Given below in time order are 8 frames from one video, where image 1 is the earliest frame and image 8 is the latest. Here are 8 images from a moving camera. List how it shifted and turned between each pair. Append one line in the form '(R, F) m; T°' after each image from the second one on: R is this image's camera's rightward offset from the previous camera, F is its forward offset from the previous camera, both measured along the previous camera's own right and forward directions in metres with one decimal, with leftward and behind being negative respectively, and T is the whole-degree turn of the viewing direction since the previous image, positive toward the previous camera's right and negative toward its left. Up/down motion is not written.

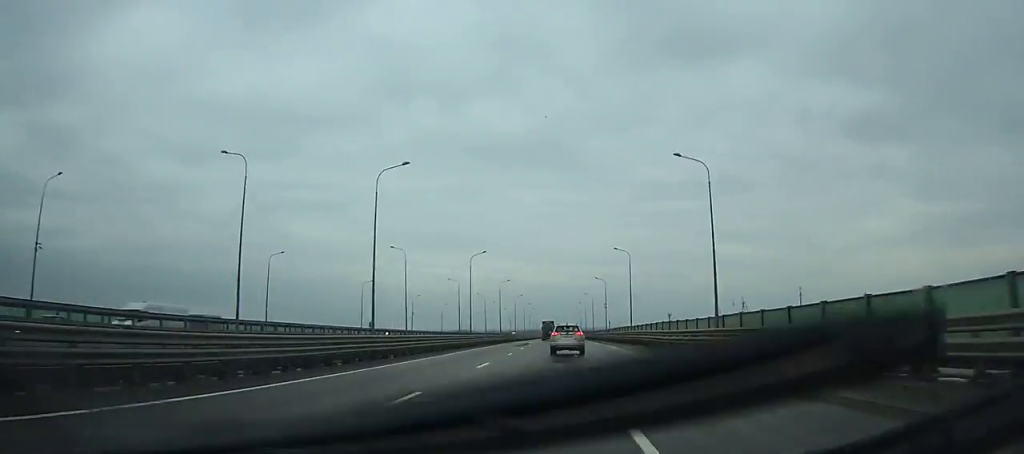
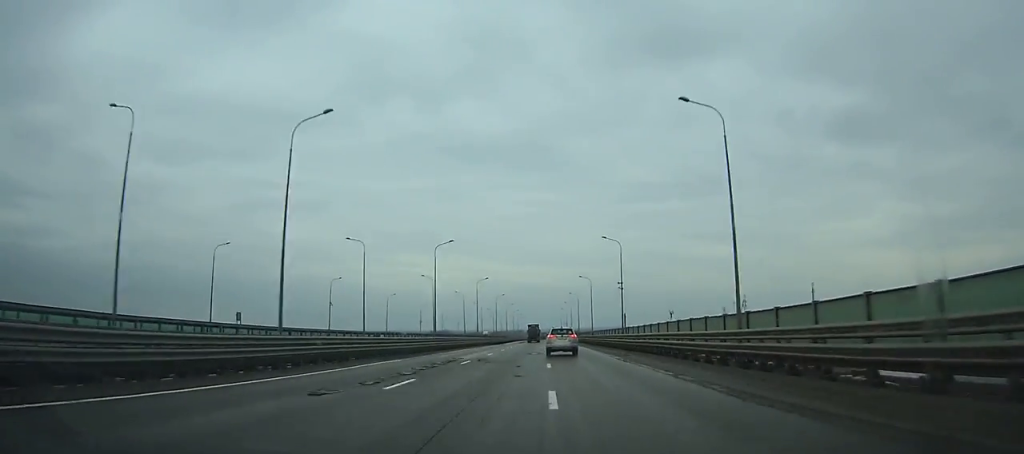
(+0.4, +44.3) m; 0°
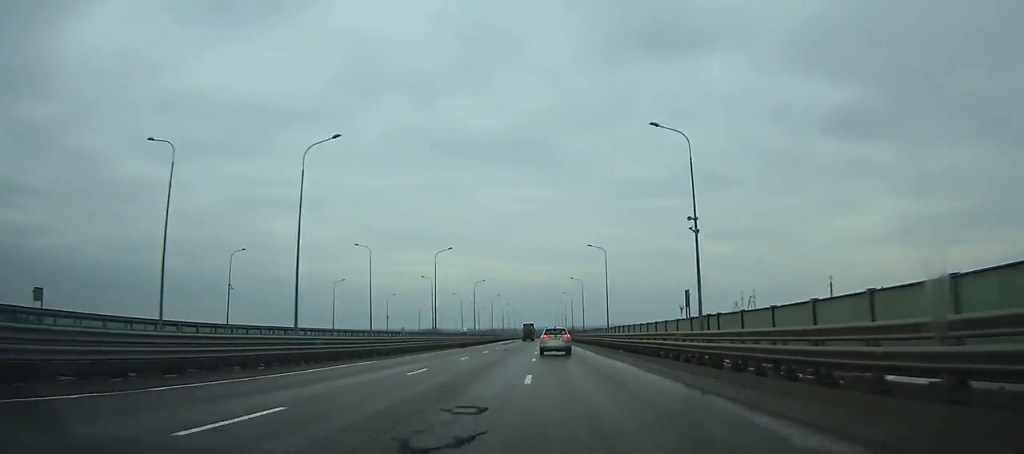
(-0.1, +31.4) m; 0°
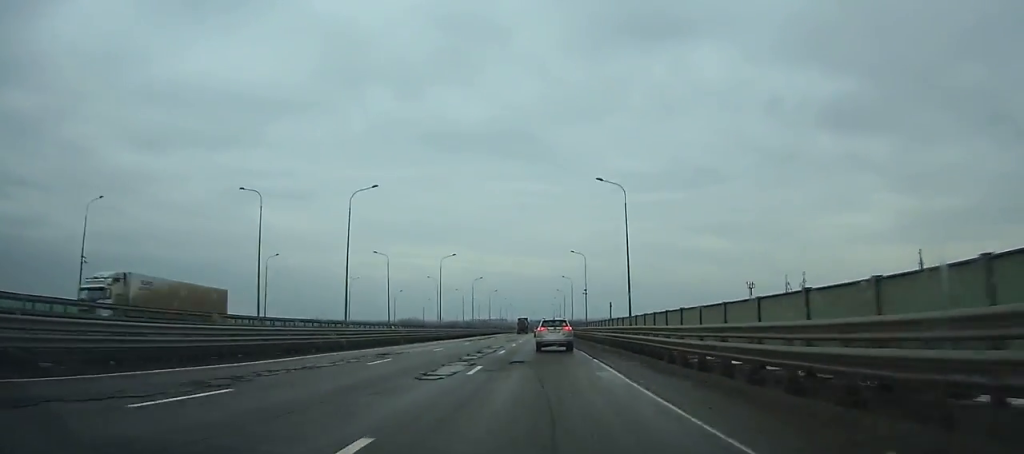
(-0.1, +93.1) m; -1°
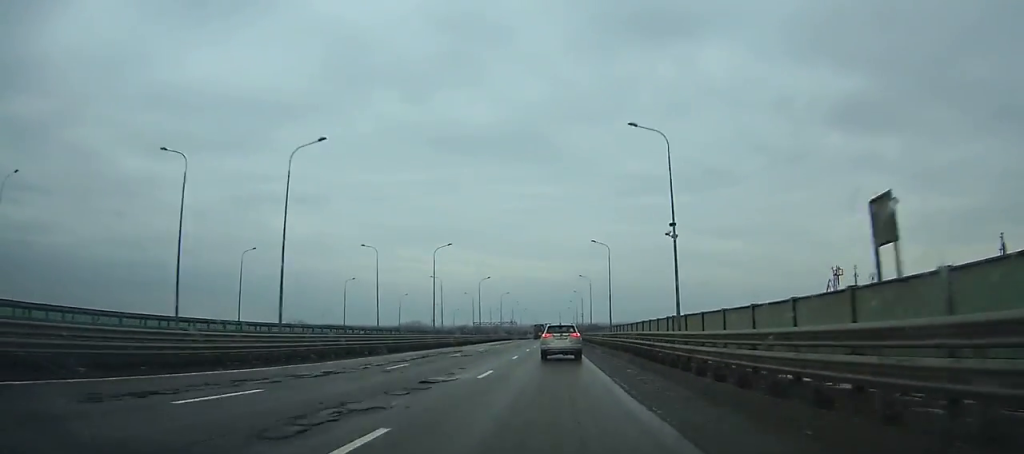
(-0.4, +46.4) m; 0°
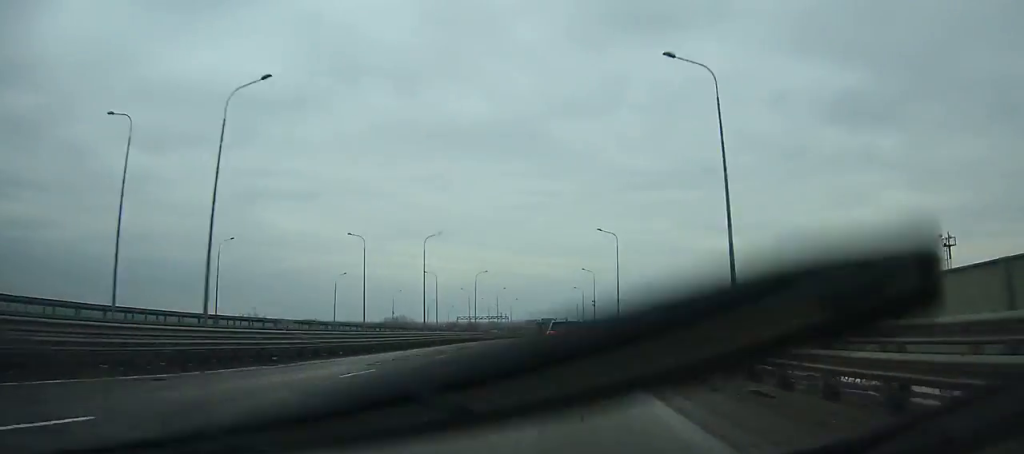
(0.0, +39.3) m; 0°
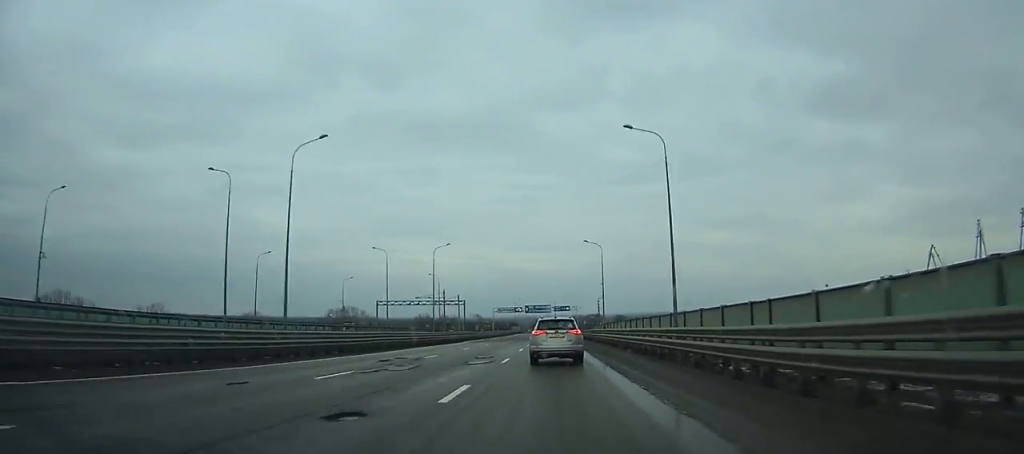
(+0.3, +97.8) m; 0°
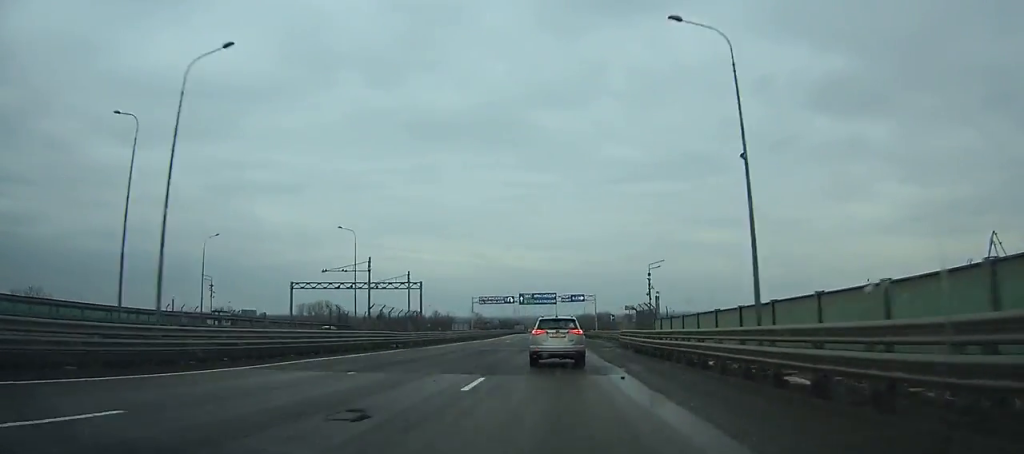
(-0.2, +45.3) m; 0°
